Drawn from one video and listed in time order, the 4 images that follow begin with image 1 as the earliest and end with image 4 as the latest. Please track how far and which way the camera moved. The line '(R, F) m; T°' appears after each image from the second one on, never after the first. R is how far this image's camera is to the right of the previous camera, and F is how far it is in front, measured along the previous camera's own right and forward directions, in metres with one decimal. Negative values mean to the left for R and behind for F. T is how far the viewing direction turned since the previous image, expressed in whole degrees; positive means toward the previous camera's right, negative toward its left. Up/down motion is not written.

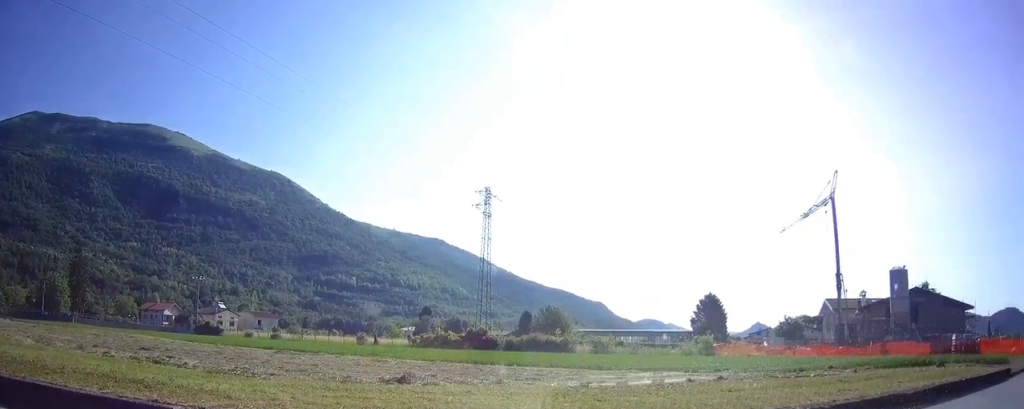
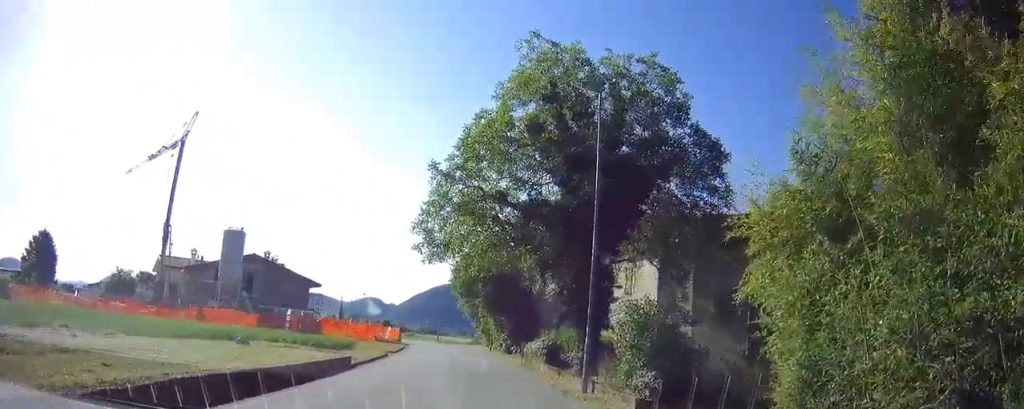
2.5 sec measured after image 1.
(+4.2, +8.9) m; +34°
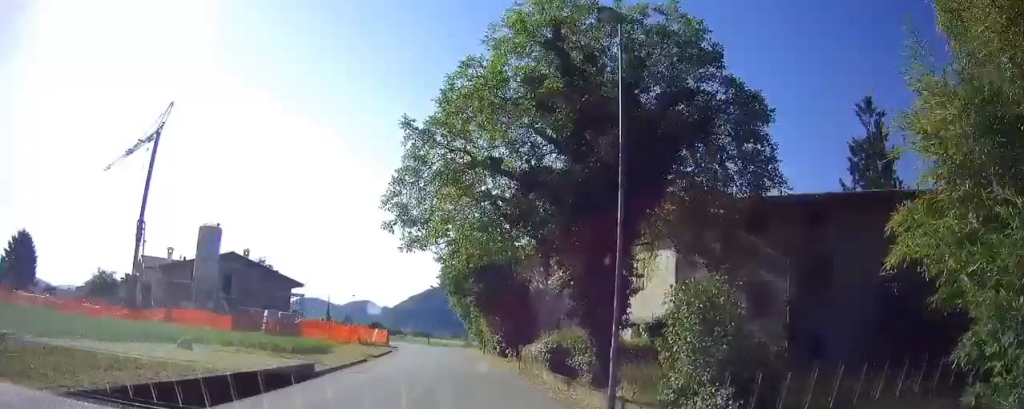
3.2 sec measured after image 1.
(-0.1, +4.0) m; -1°
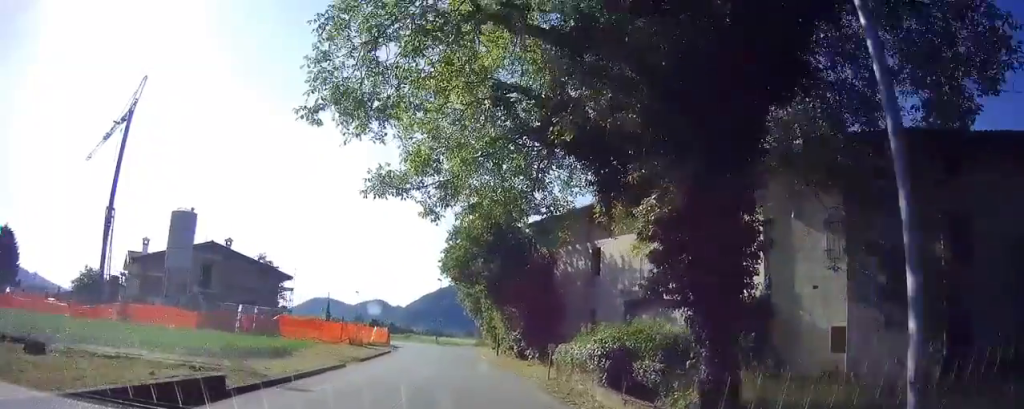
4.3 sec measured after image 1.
(-0.1, +7.1) m; +1°
